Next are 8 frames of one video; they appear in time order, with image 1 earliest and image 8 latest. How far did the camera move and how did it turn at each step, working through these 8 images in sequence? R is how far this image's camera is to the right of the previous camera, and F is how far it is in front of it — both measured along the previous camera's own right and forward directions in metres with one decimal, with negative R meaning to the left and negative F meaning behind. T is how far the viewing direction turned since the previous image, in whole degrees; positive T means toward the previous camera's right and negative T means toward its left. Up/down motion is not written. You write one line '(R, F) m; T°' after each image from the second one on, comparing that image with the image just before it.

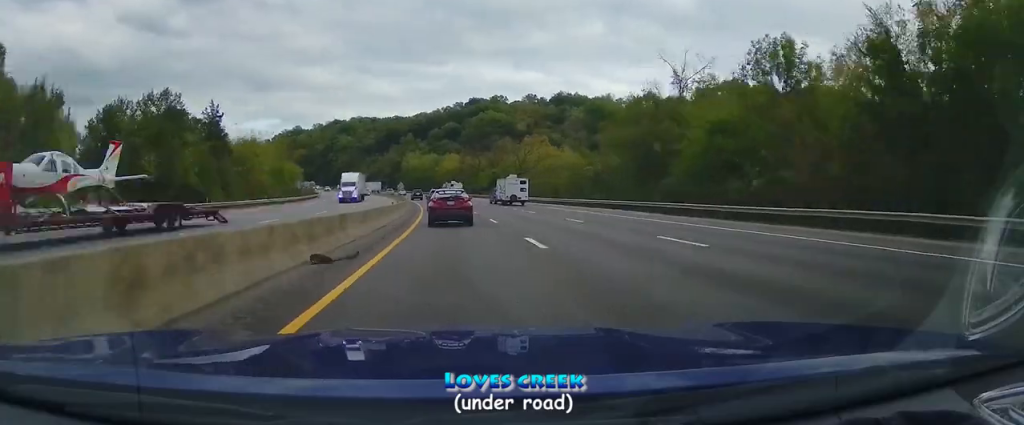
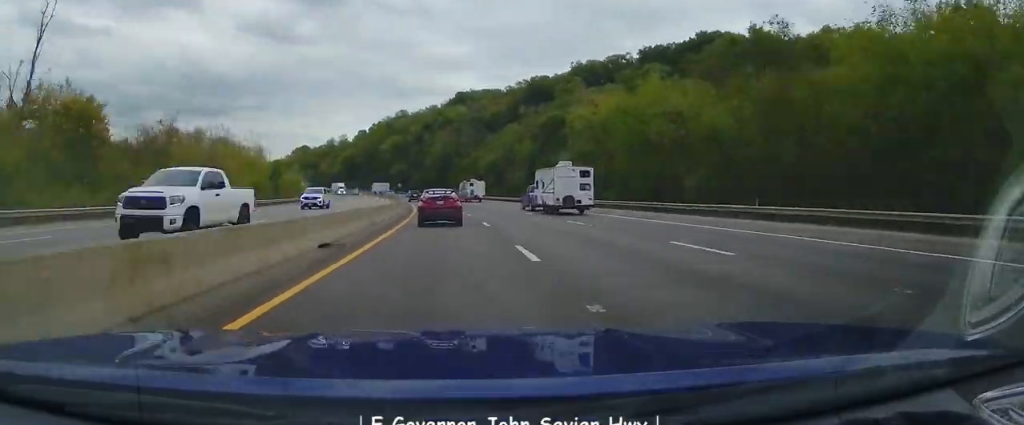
(-19.2, +155.1) m; -14°
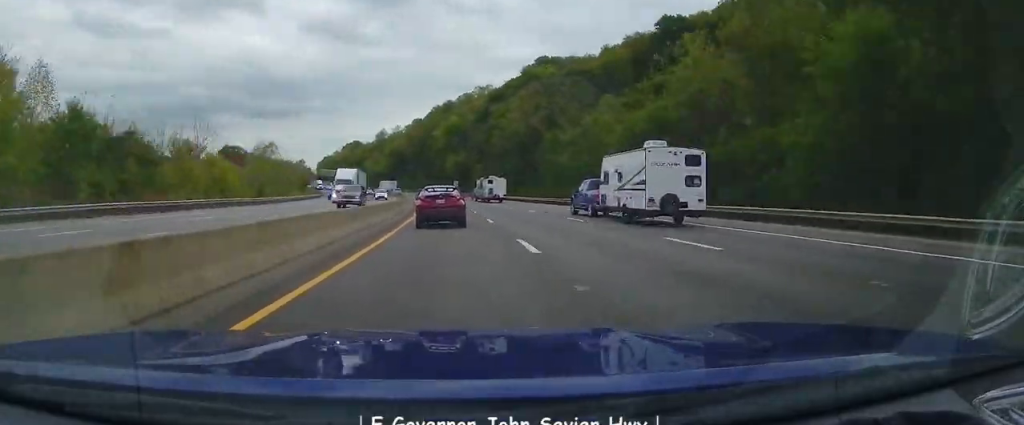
(-0.2, +69.5) m; -6°
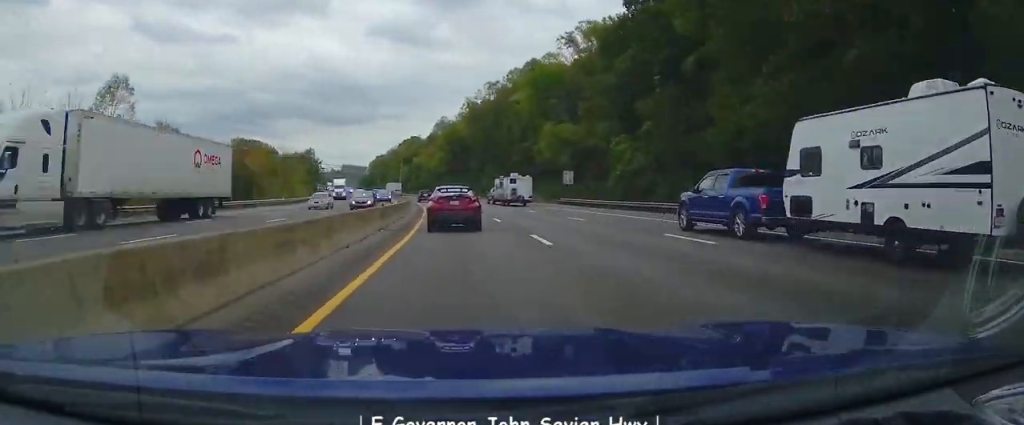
(-8.4, +80.3) m; -7°
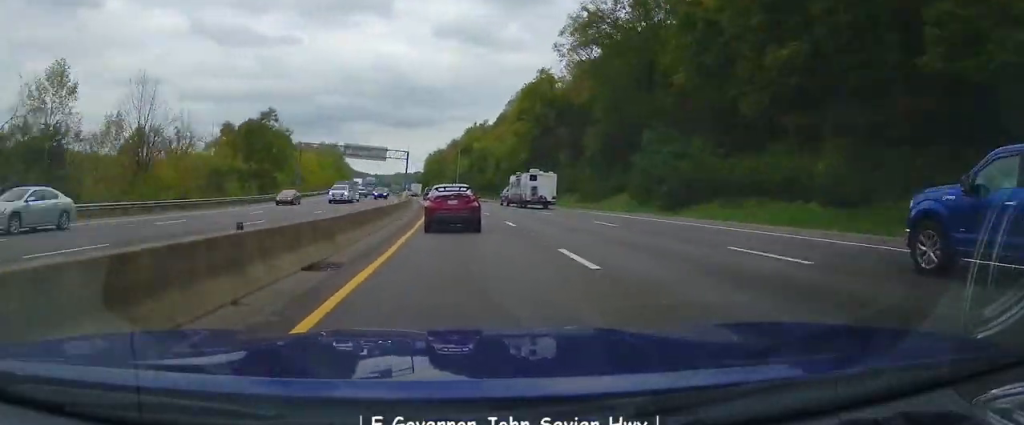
(-4.0, +75.4) m; -6°
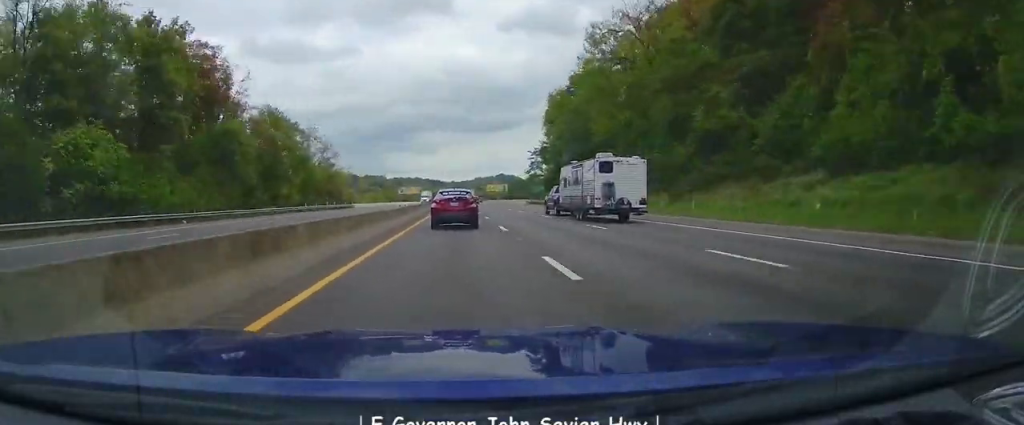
(-18.8, +220.5) m; -5°
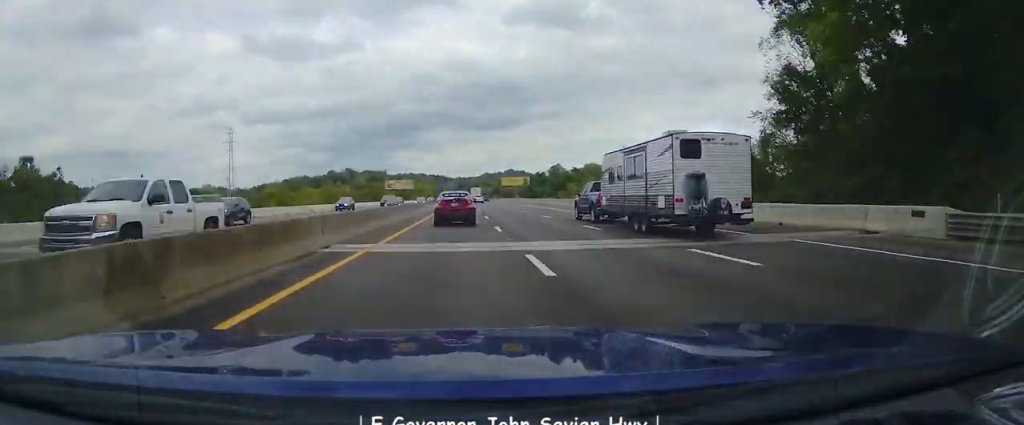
(+0.1, +96.4) m; 0°
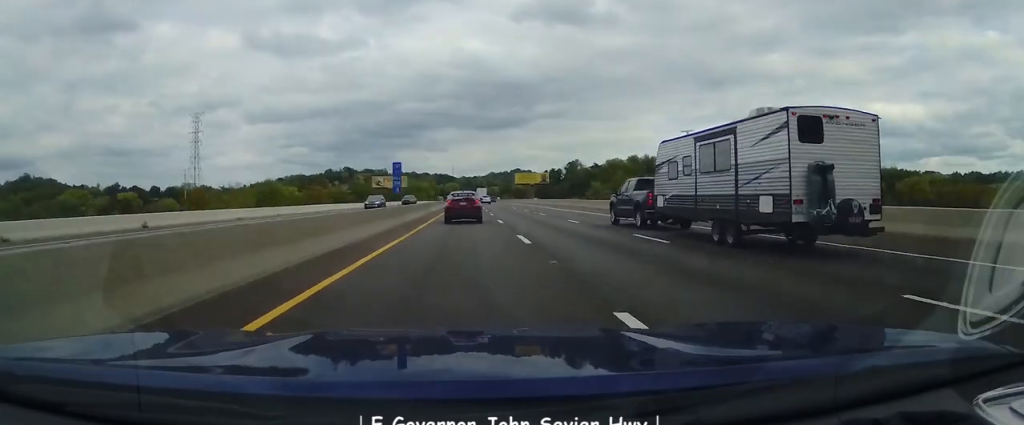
(0.0, +54.7) m; 0°
